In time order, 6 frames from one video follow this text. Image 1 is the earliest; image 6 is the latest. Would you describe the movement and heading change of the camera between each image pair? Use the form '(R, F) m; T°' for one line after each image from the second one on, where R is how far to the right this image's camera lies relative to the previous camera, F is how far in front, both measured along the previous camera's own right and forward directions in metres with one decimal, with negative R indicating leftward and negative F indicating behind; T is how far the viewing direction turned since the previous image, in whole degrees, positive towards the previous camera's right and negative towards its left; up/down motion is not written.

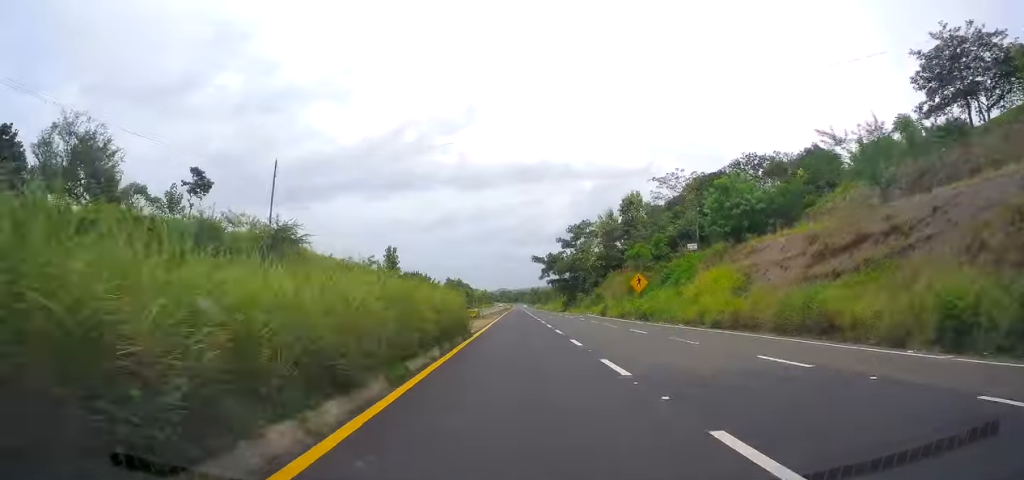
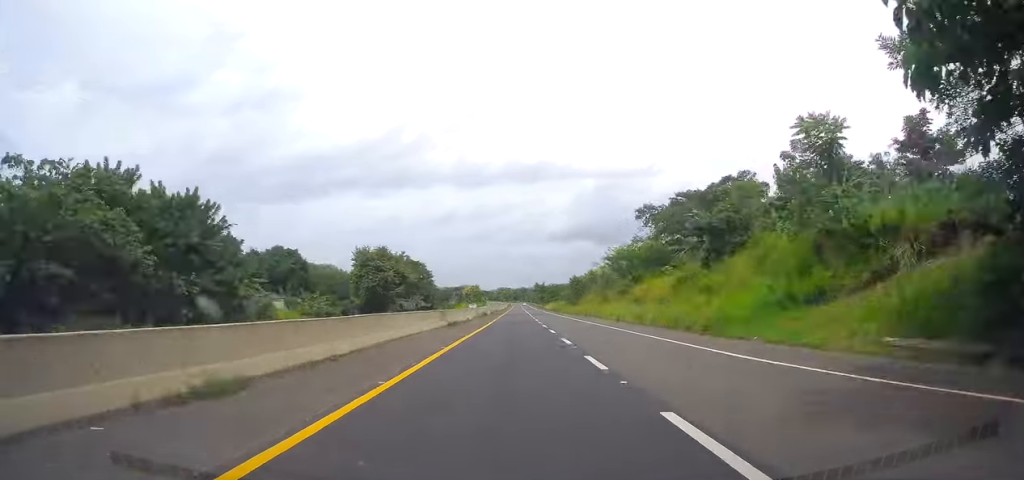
(0.0, +104.9) m; 0°
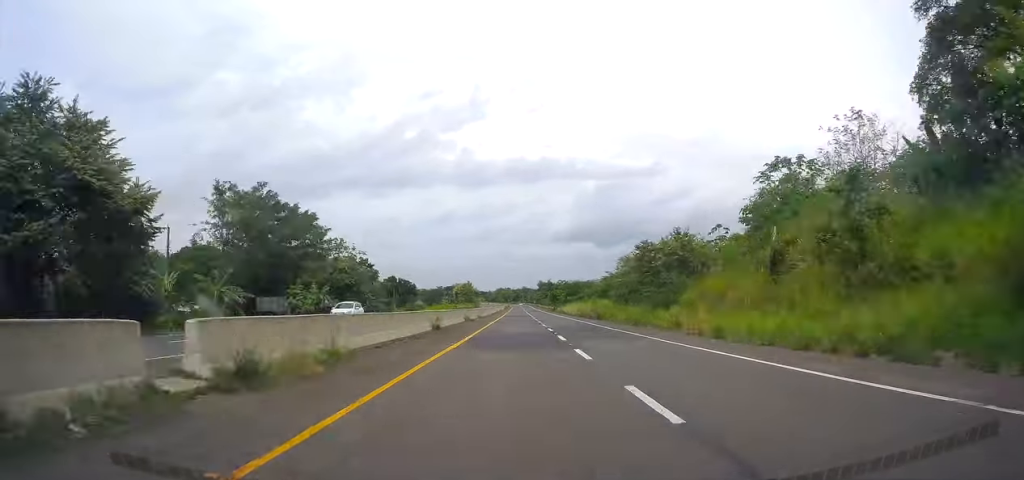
(+0.2, +62.9) m; 0°
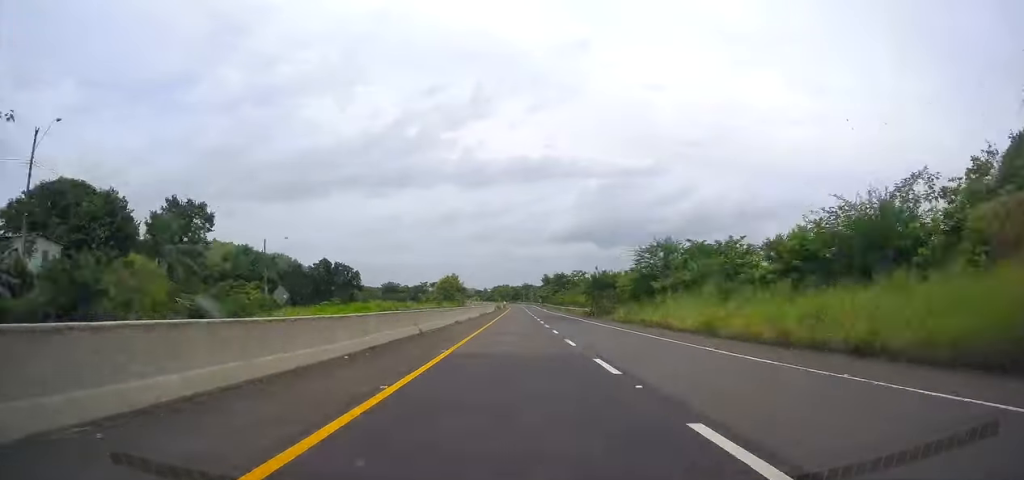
(-0.3, +68.7) m; 0°
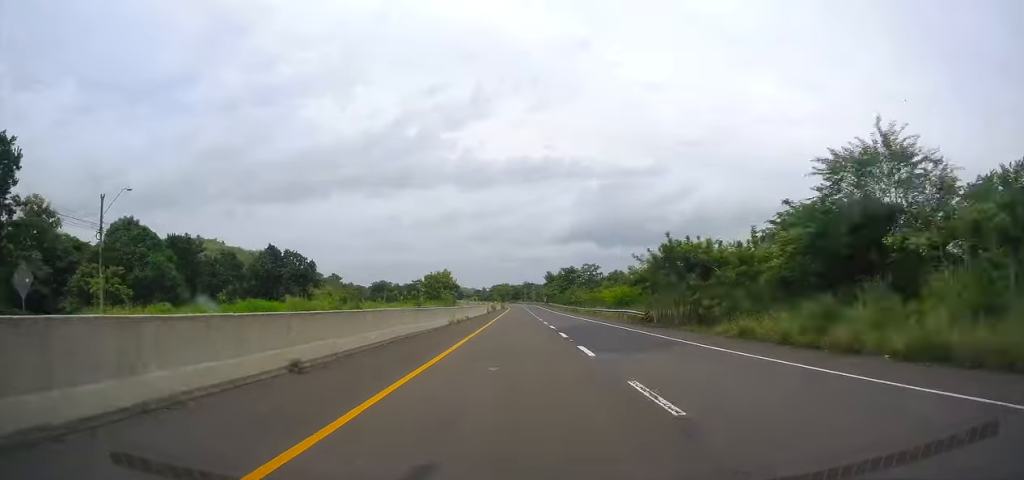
(0.0, +29.3) m; 0°
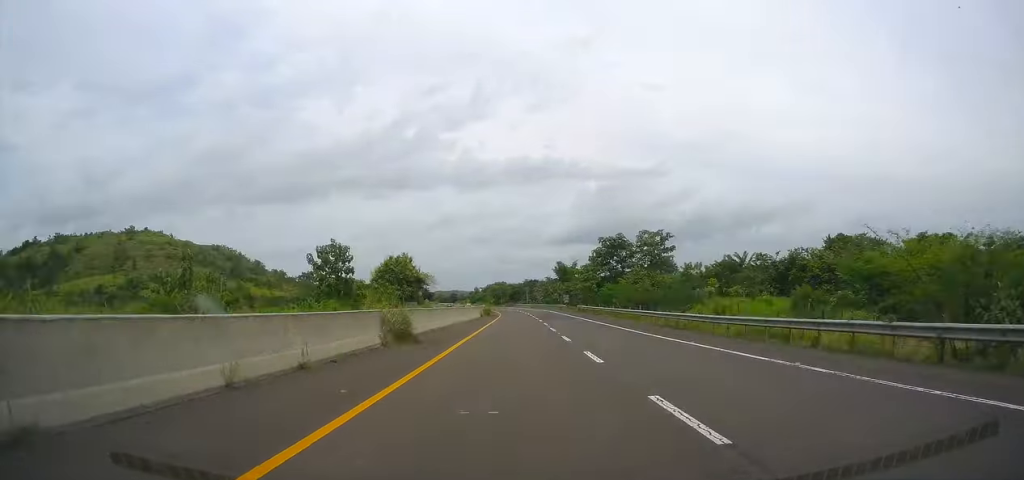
(0.0, +75.1) m; 0°
